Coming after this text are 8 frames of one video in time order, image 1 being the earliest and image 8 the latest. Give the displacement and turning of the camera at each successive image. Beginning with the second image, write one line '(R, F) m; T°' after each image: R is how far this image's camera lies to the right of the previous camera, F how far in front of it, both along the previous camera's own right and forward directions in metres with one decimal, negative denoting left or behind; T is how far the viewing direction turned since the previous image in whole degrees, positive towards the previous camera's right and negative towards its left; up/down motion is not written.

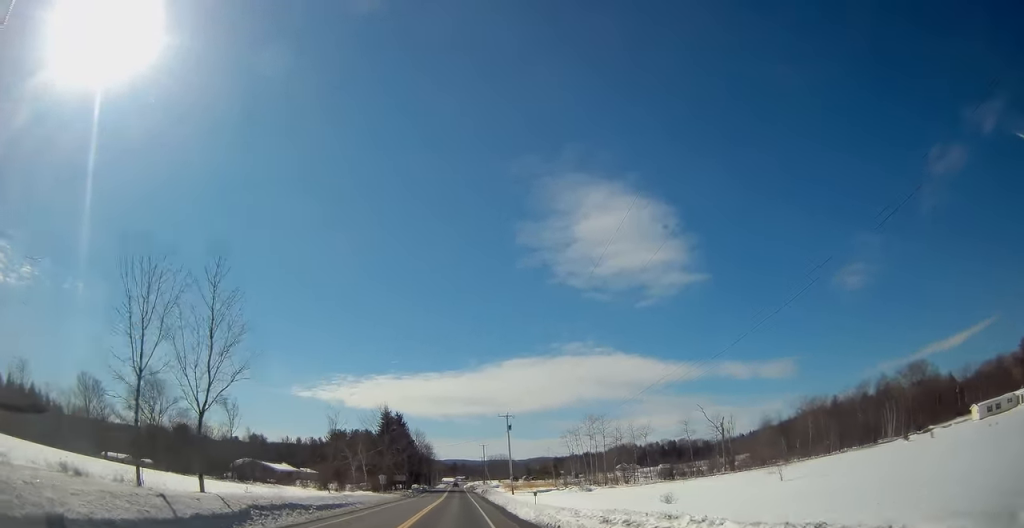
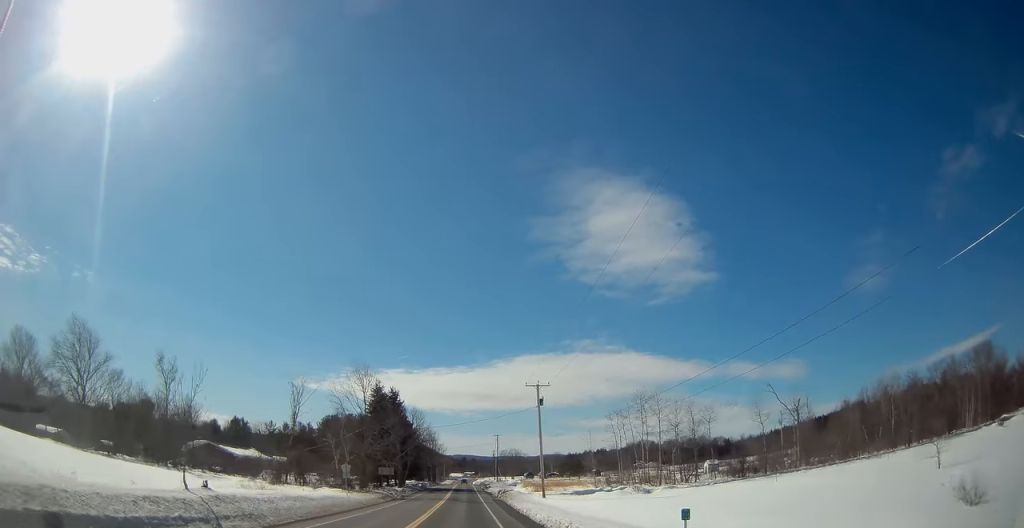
(0.0, +22.6) m; 0°
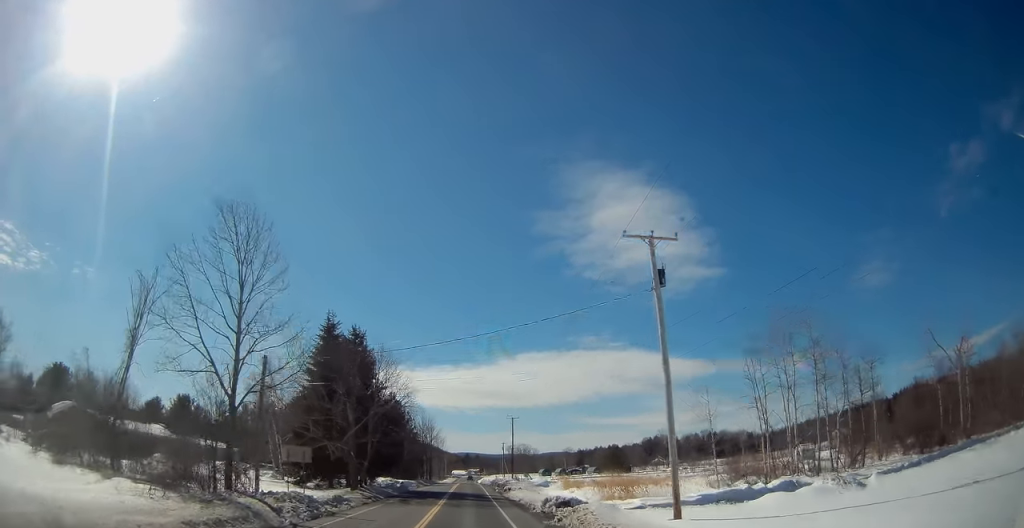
(0.0, +33.8) m; 0°
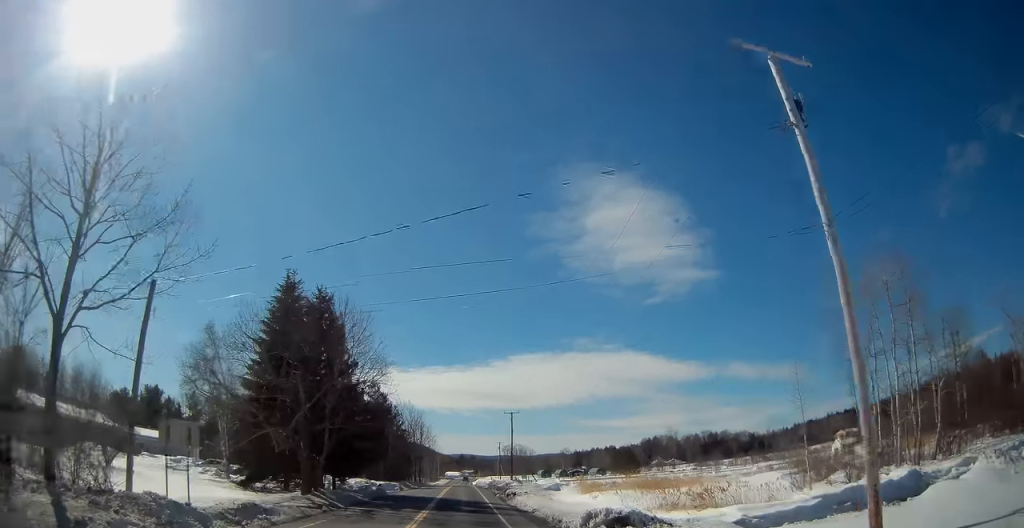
(0.0, +11.5) m; 0°
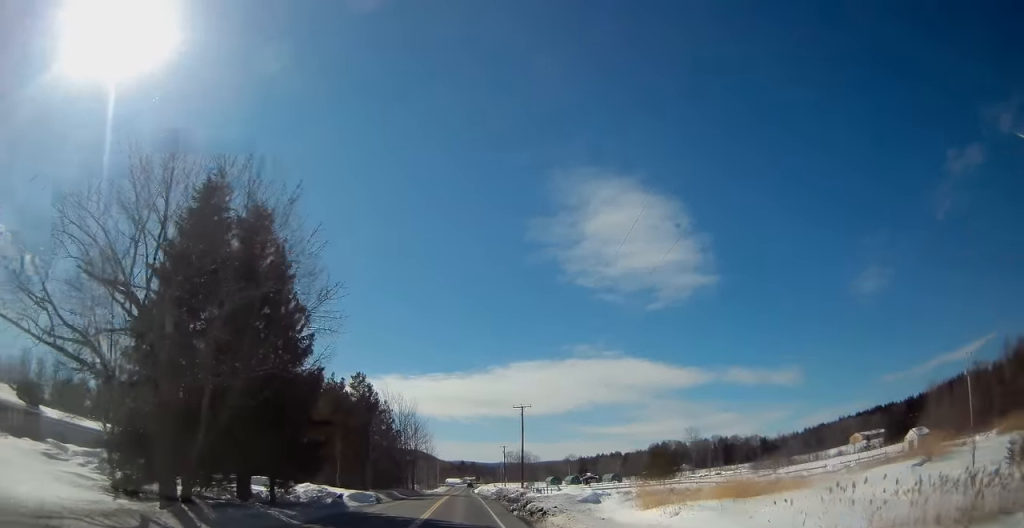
(0.0, +15.5) m; -1°
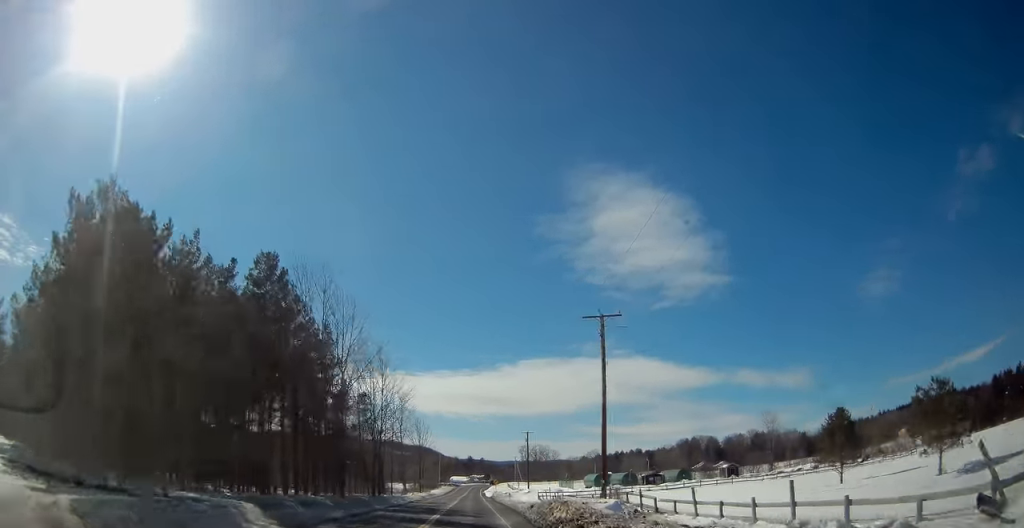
(-0.2, +42.9) m; +1°
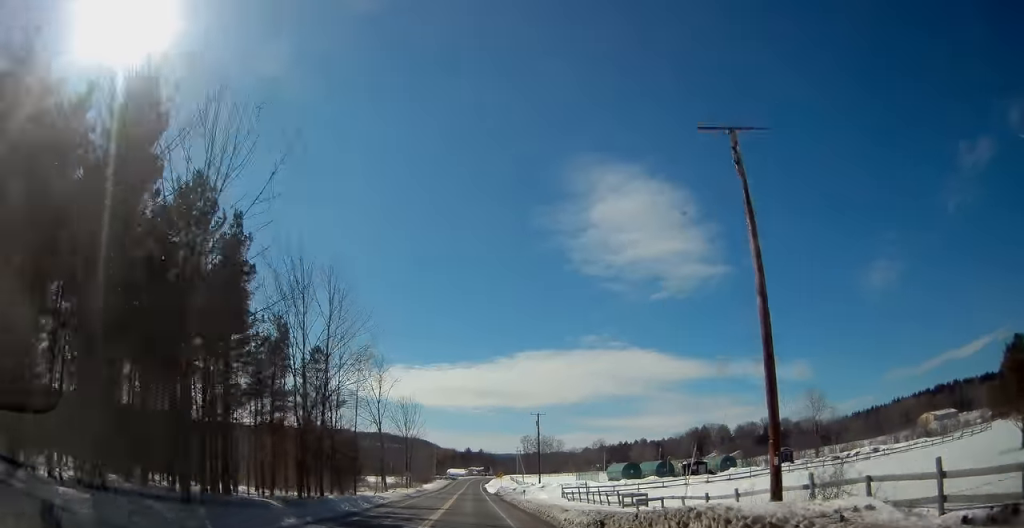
(+0.1, +19.9) m; 0°
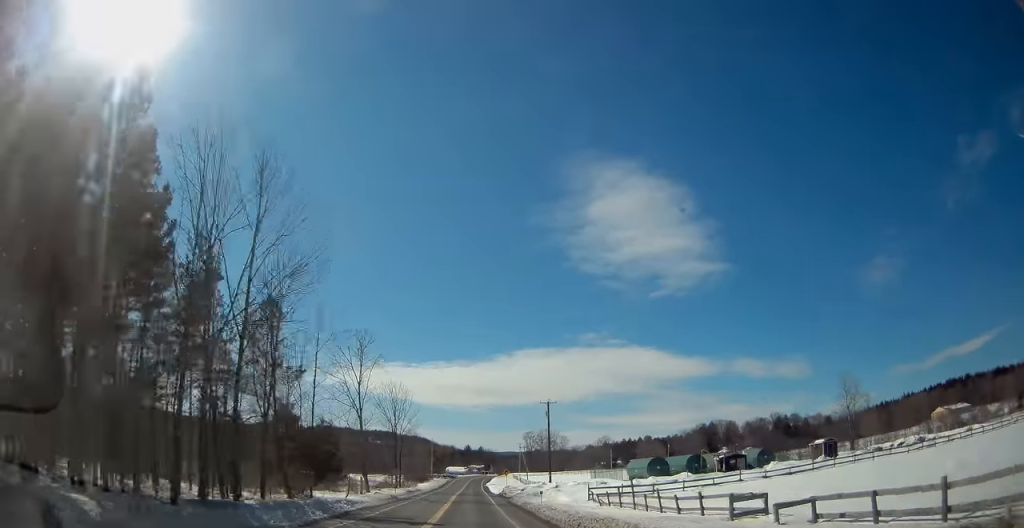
(+0.1, +12.0) m; 0°
